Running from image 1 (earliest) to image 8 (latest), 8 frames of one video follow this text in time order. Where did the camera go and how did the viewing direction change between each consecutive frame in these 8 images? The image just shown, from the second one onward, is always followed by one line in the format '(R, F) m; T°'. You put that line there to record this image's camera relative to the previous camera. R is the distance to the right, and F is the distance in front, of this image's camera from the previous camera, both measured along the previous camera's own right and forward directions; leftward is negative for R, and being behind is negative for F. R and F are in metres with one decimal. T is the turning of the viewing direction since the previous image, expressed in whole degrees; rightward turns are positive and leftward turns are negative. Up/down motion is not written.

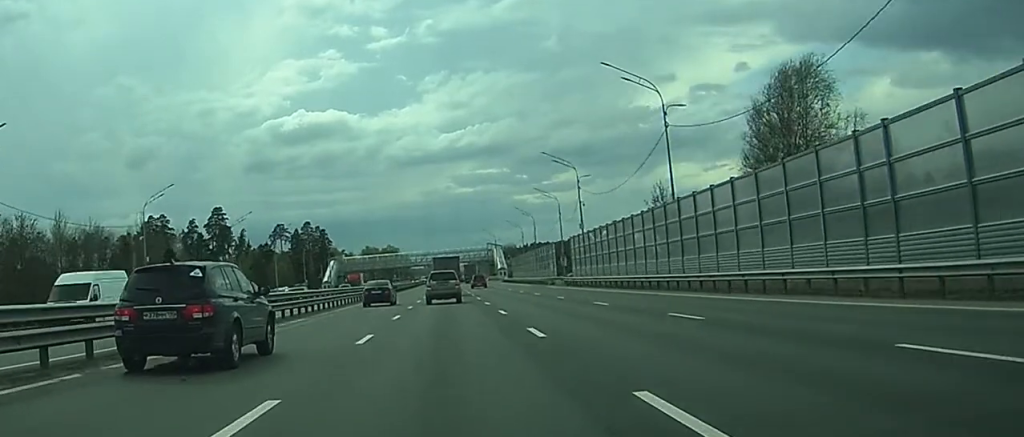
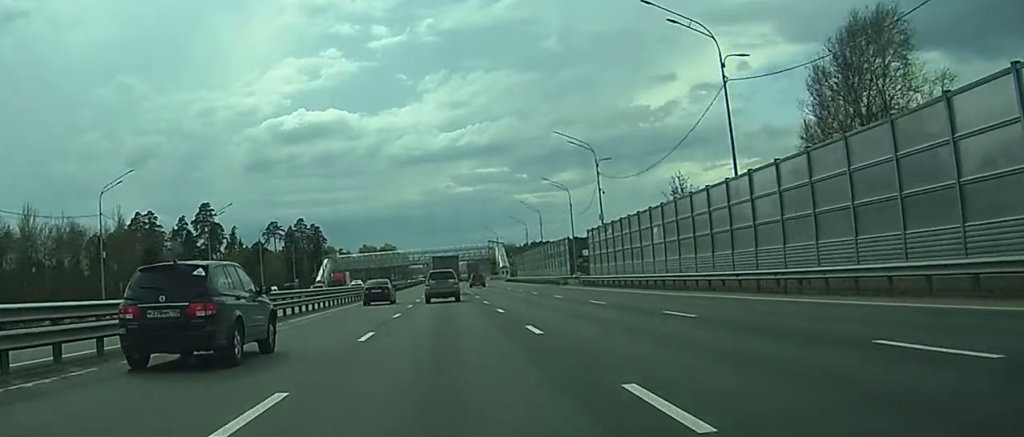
(0.0, +12.6) m; 0°
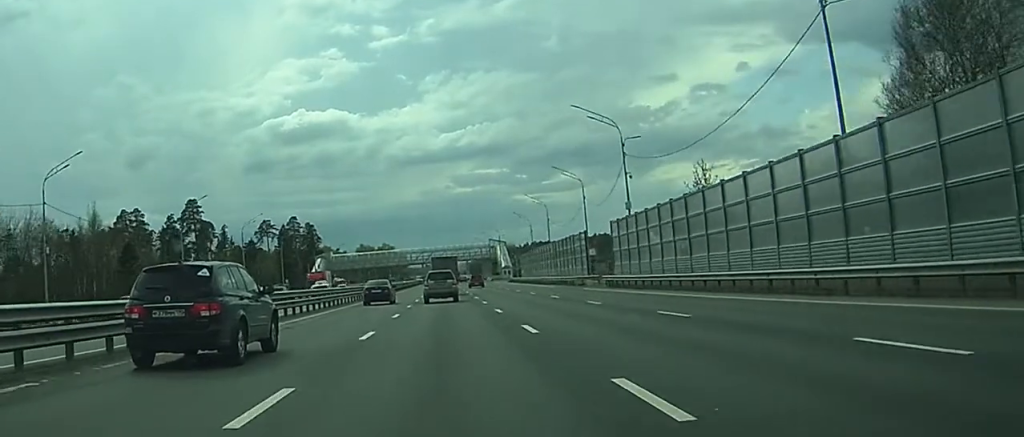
(+0.1, +12.2) m; 0°
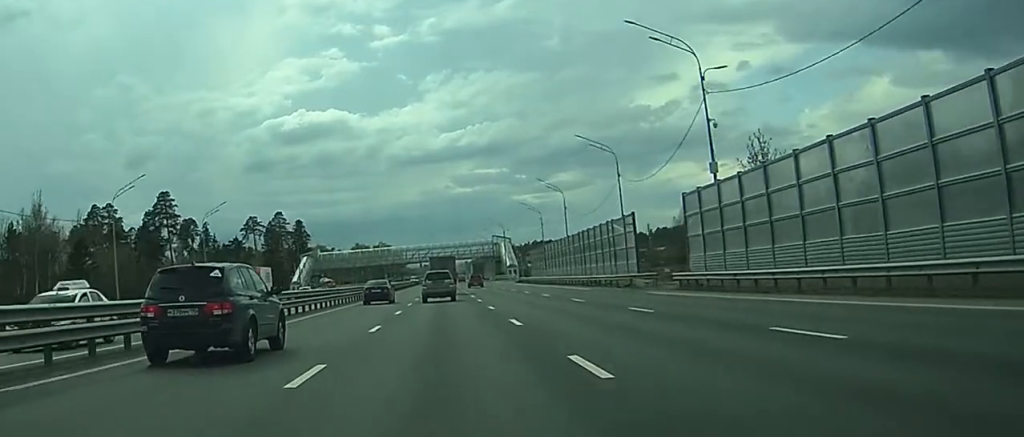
(+0.1, +21.7) m; 0°
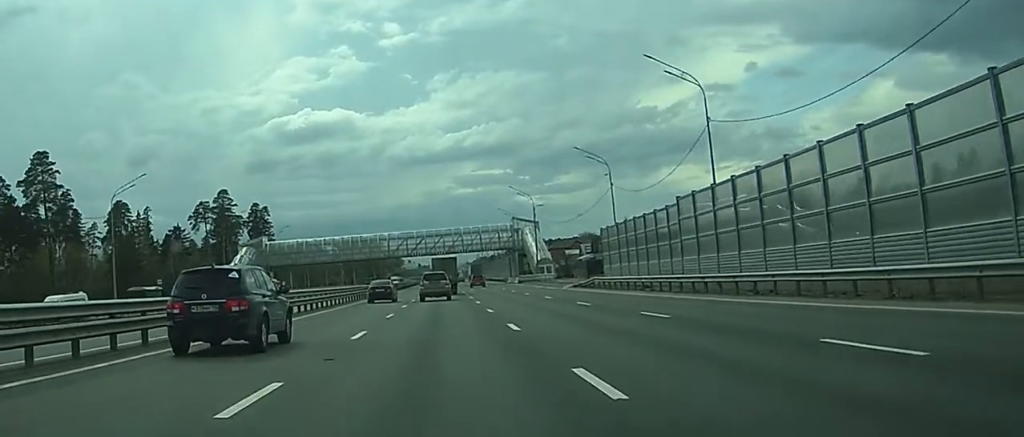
(+0.4, +62.0) m; +1°
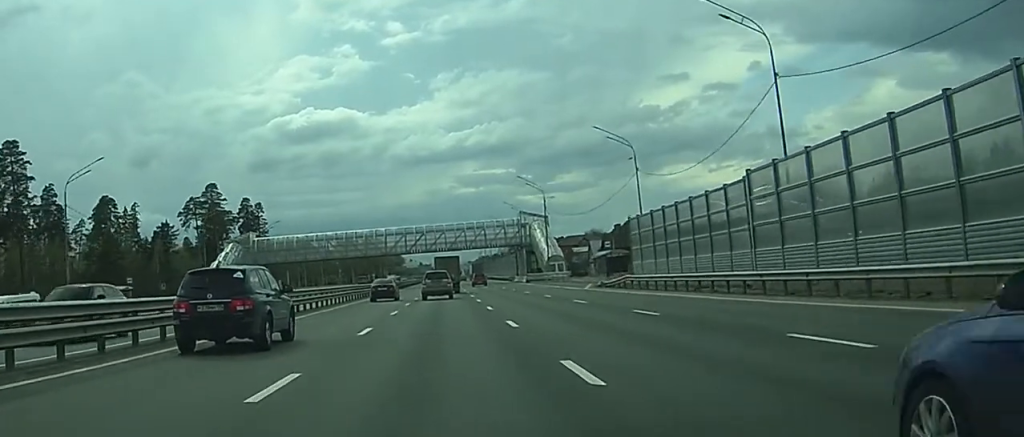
(0.0, +10.5) m; 0°
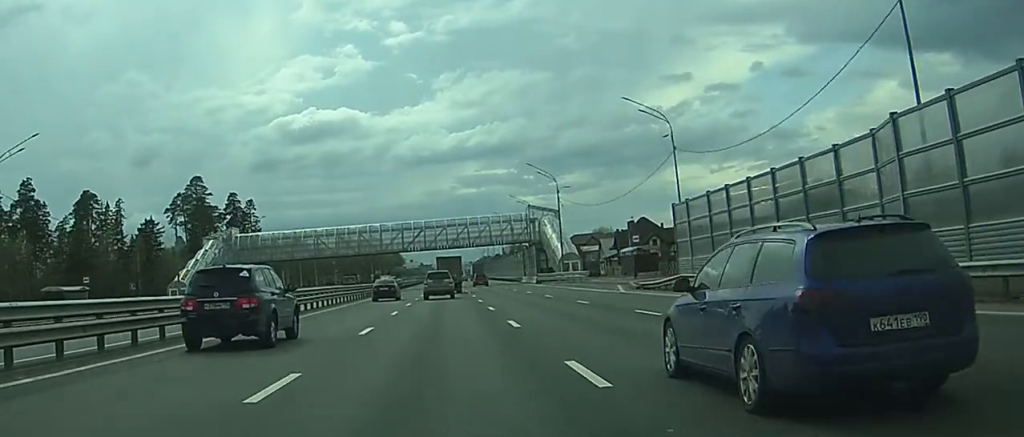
(0.0, +11.8) m; 0°
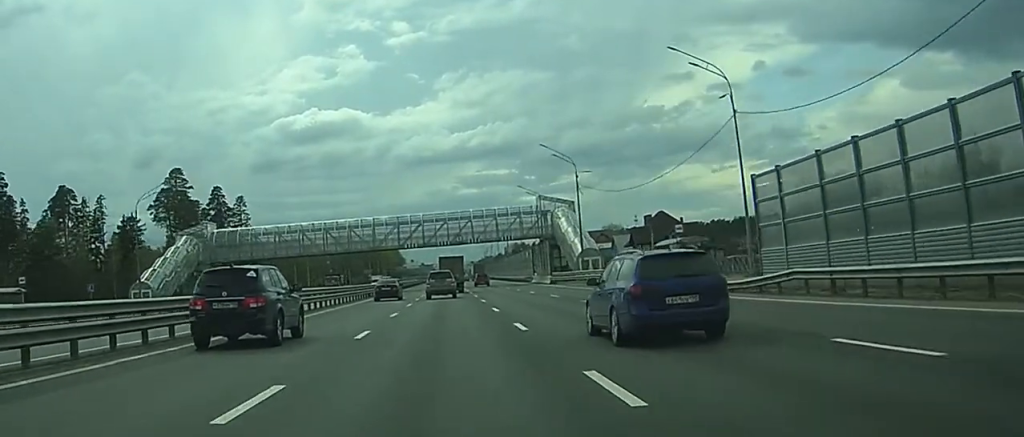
(0.0, +13.1) m; 0°
